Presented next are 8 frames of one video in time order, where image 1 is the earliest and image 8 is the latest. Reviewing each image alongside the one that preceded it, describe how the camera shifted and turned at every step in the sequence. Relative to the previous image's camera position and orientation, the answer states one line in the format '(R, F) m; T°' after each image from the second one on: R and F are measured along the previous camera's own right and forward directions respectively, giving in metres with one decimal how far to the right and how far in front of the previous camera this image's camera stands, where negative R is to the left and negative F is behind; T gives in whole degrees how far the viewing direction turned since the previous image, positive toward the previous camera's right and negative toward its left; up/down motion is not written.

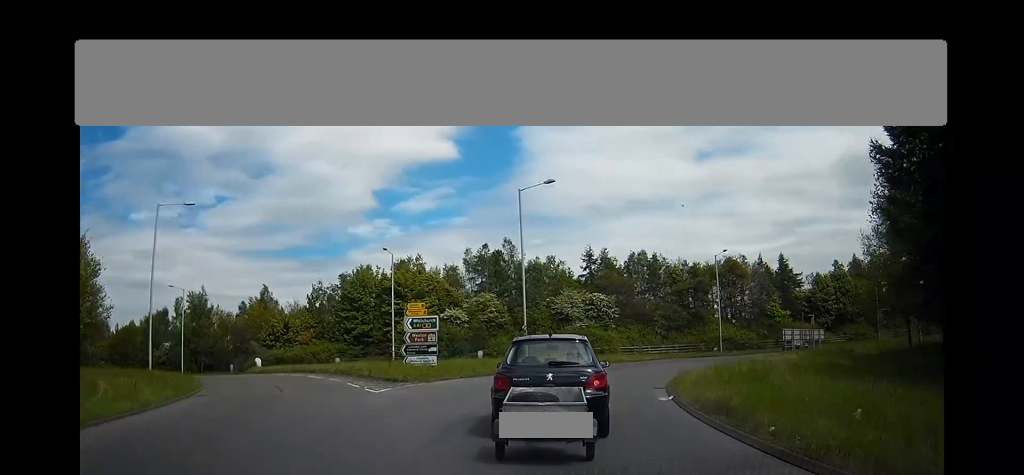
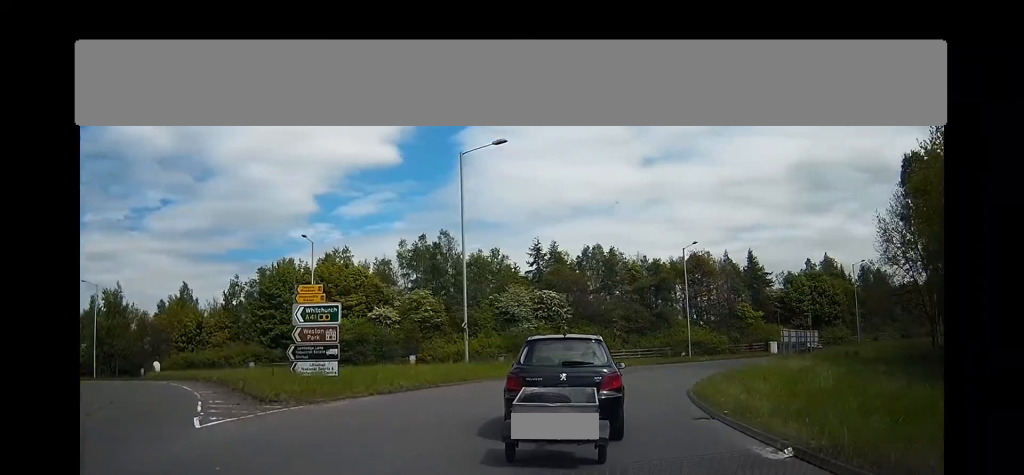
(+0.9, +9.0) m; +7°
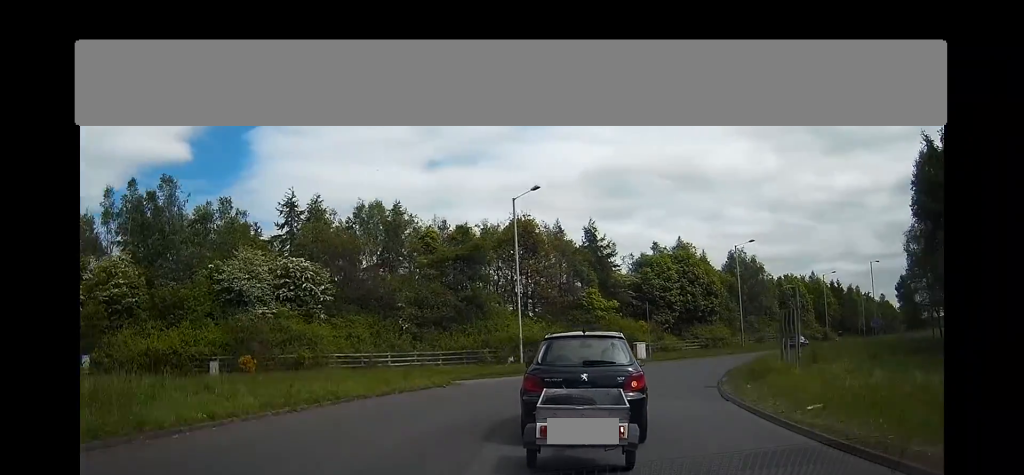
(+3.9, +23.8) m; +20°
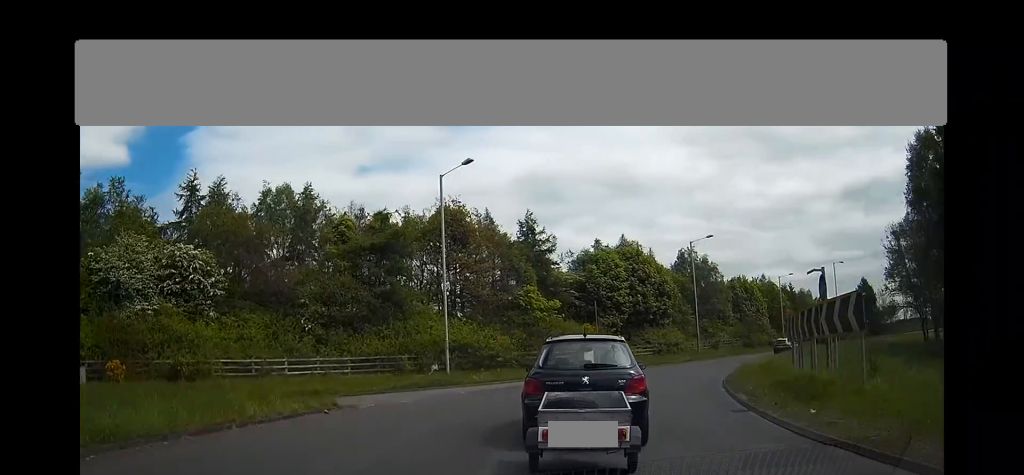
(-0.2, +7.5) m; +7°
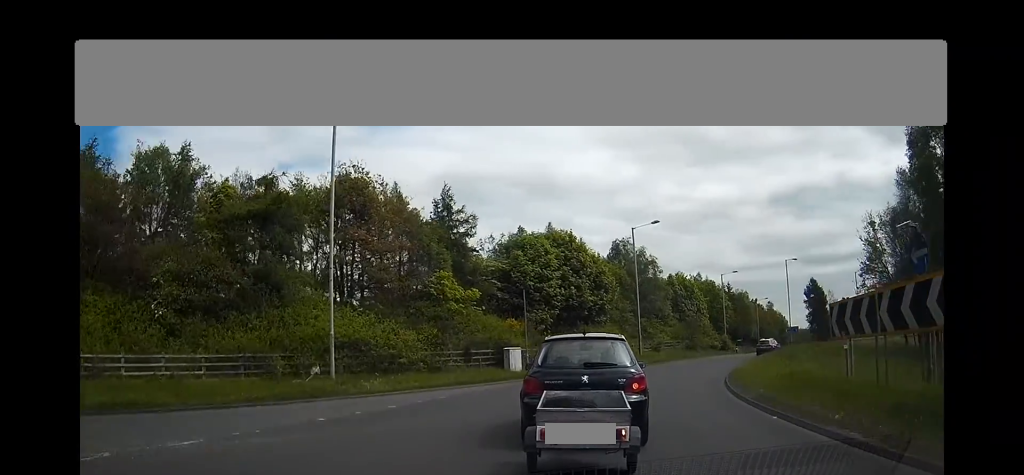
(+1.3, +8.8) m; +8°
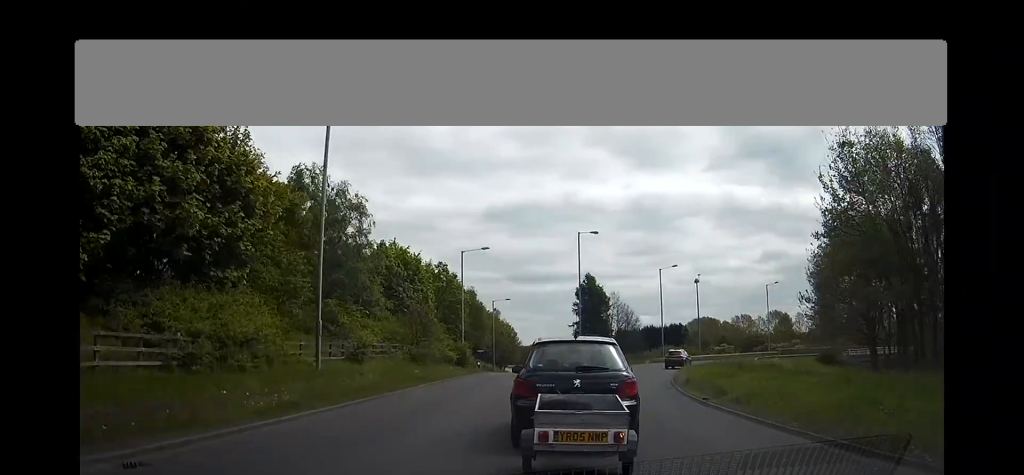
(+8.0, +32.1) m; +25°
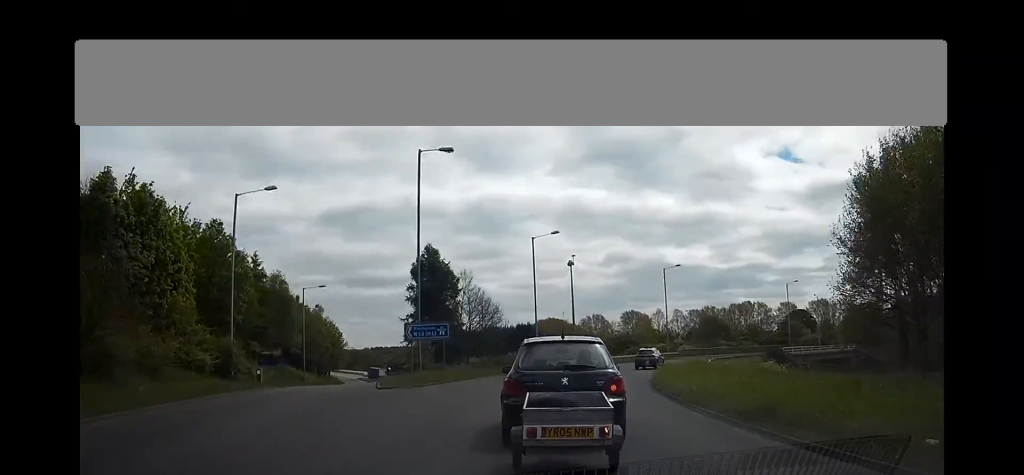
(+2.9, +24.2) m; +13°
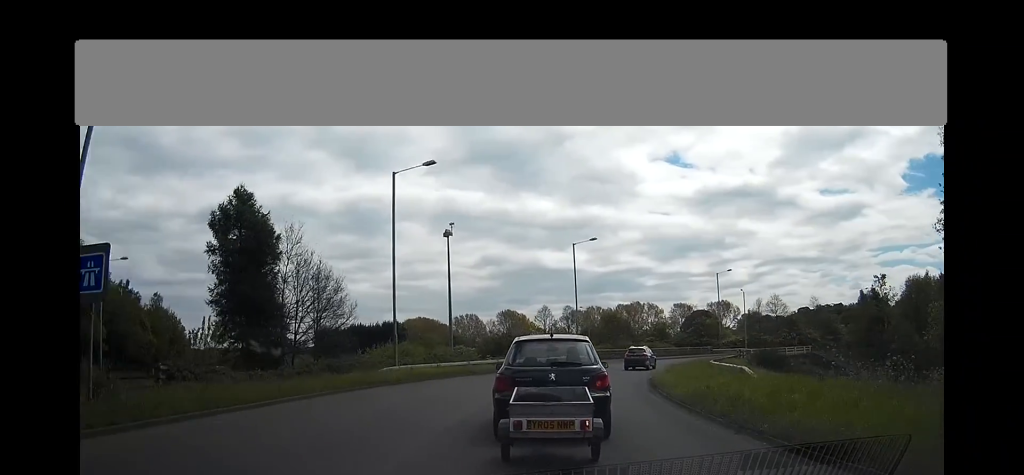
(+2.3, +21.6) m; +12°
